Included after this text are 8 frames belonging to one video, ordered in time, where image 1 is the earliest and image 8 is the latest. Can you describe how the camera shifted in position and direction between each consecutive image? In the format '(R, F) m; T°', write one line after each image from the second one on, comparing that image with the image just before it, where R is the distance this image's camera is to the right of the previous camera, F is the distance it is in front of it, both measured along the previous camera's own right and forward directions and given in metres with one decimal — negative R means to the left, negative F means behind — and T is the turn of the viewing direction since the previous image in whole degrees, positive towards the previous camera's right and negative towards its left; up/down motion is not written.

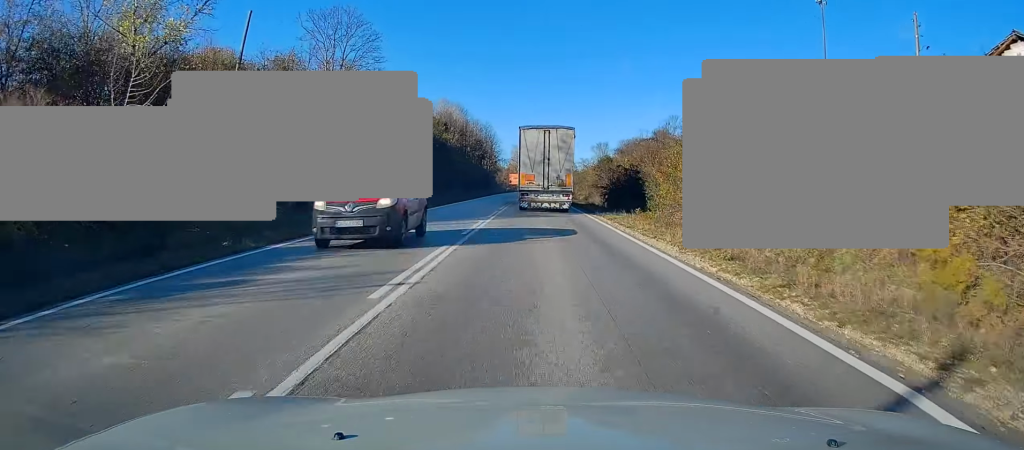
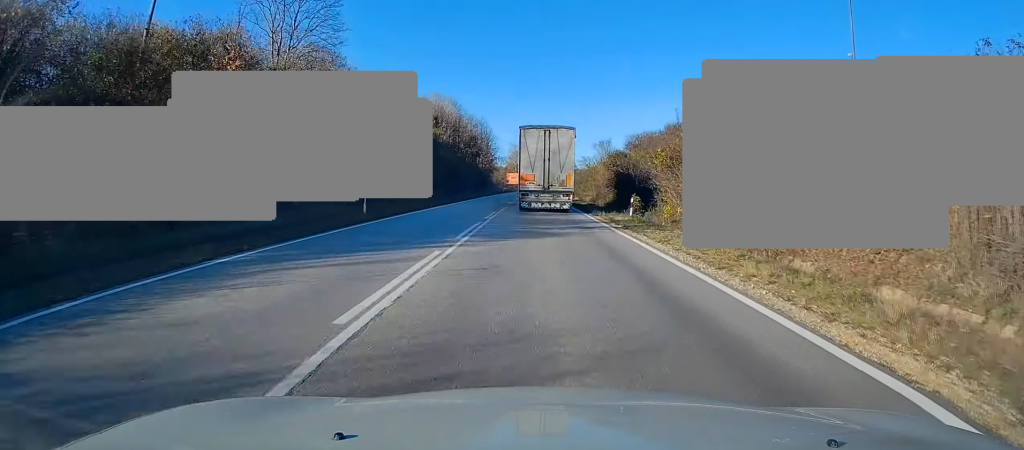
(0.0, +10.3) m; 0°
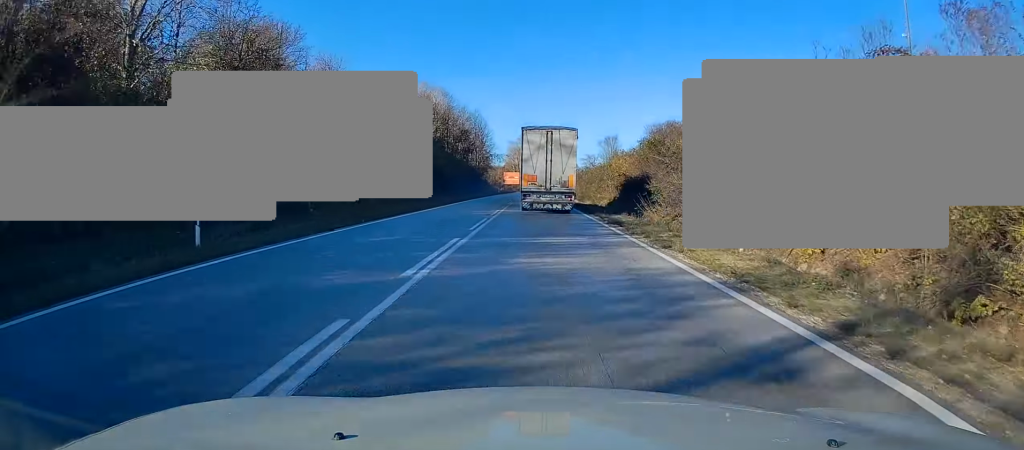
(0.0, +15.1) m; 0°
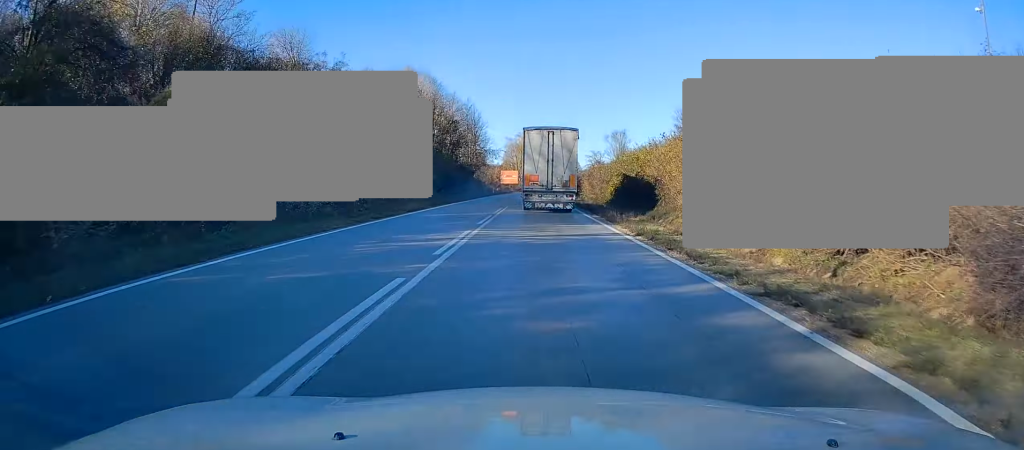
(0.0, +15.1) m; 0°
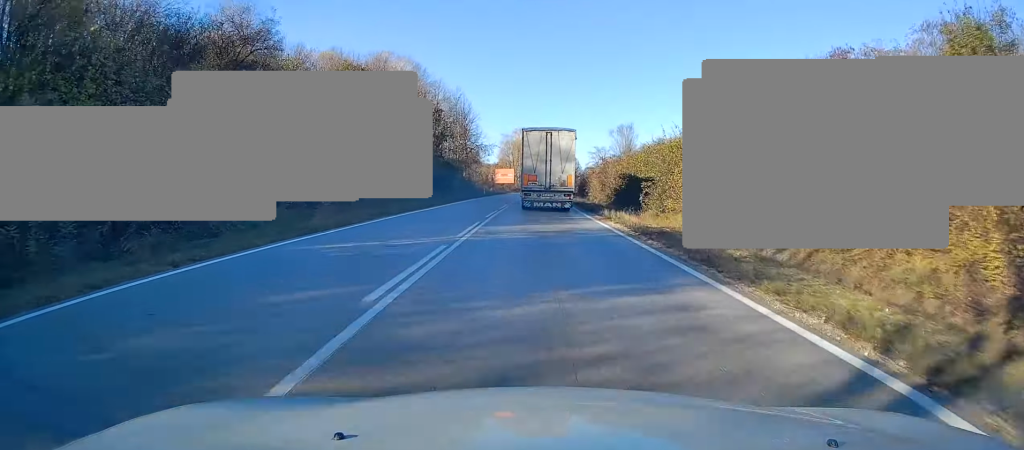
(0.0, +13.6) m; 0°
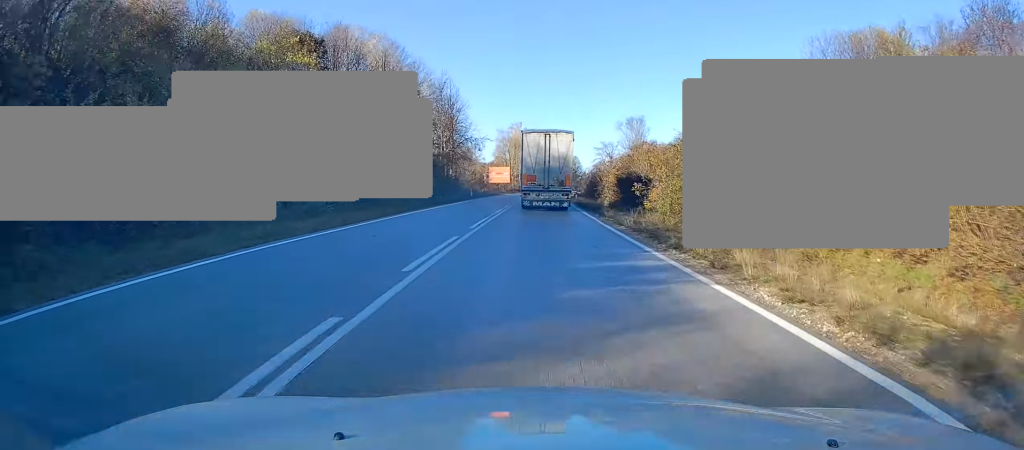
(-0.1, +15.5) m; 0°
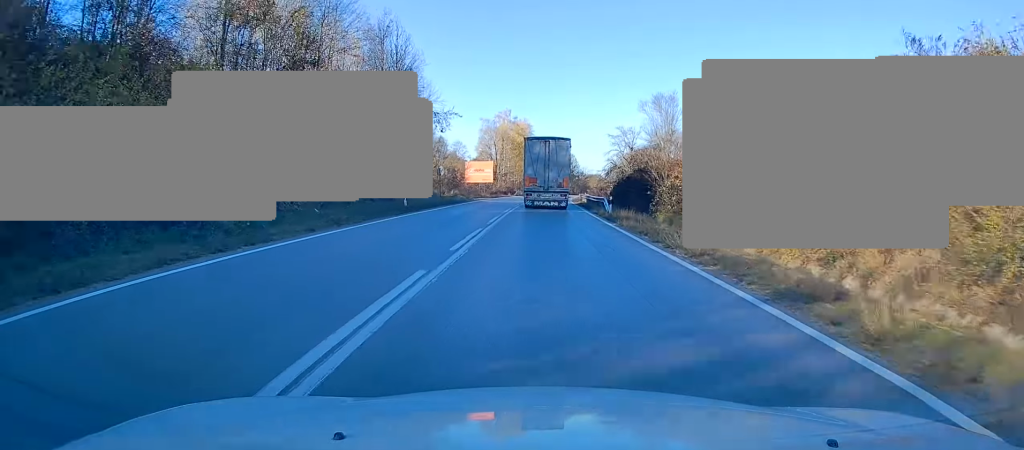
(-0.1, +32.7) m; 0°
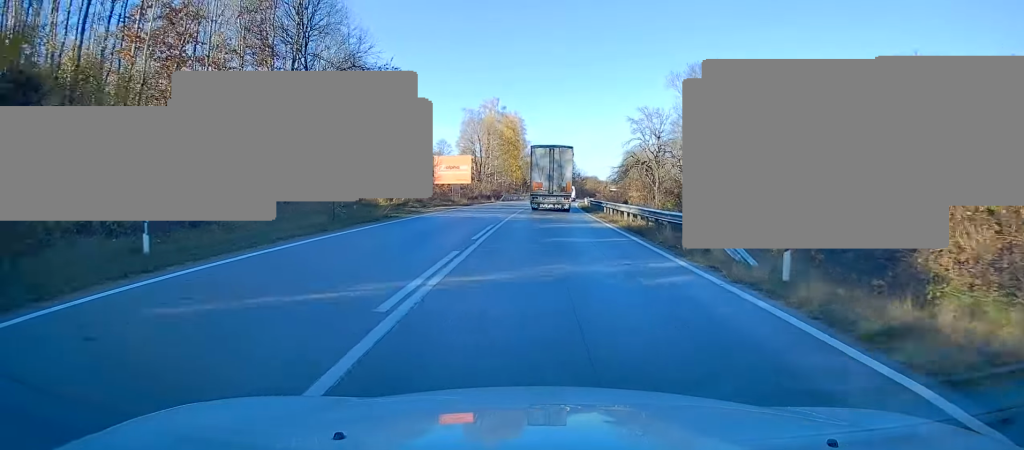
(0.0, +23.7) m; +1°
